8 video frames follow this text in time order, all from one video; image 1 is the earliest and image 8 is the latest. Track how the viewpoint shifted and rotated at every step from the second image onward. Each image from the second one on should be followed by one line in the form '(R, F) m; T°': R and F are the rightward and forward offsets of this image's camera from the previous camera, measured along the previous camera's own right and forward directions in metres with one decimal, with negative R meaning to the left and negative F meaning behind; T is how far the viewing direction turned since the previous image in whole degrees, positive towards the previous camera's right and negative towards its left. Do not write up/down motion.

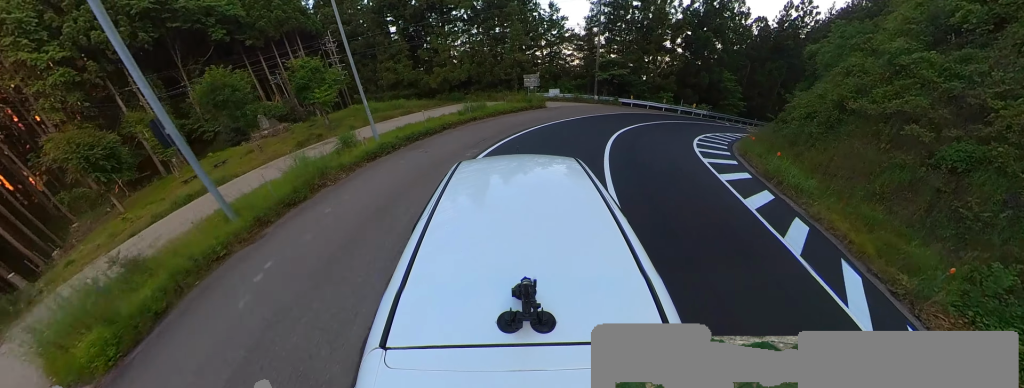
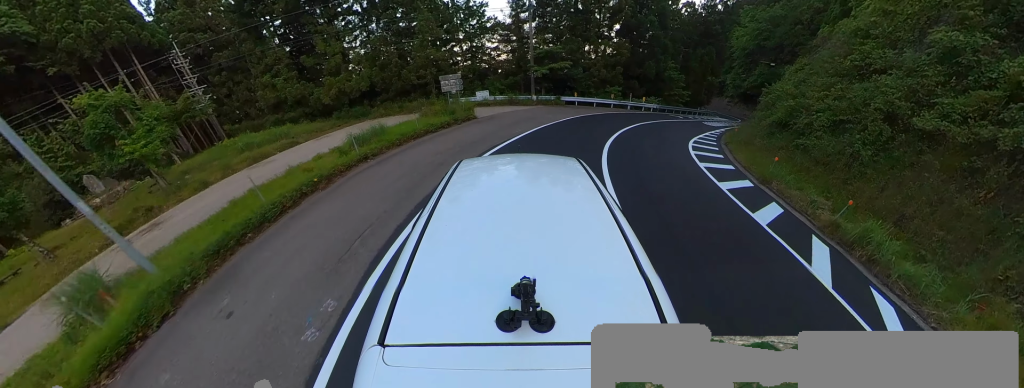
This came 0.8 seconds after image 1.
(+0.6, +7.0) m; +6°
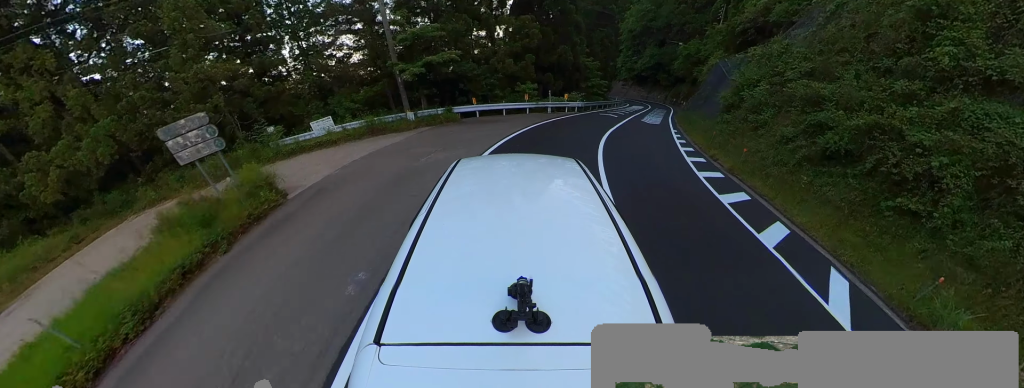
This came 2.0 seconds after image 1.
(+1.2, +9.9) m; +24°
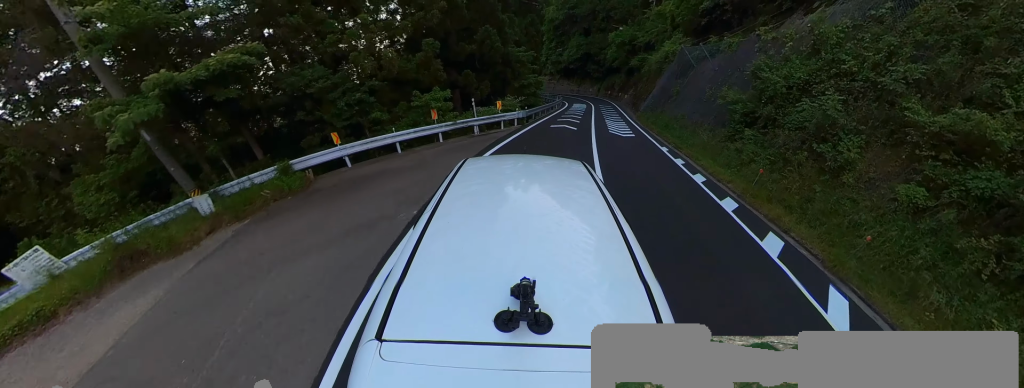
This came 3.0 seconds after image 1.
(+2.3, +8.4) m; +16°
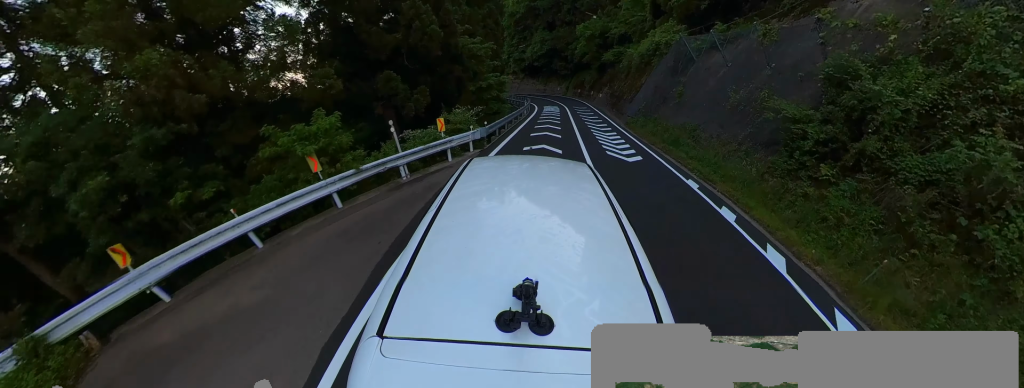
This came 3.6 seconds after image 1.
(-0.1, +5.7) m; +5°
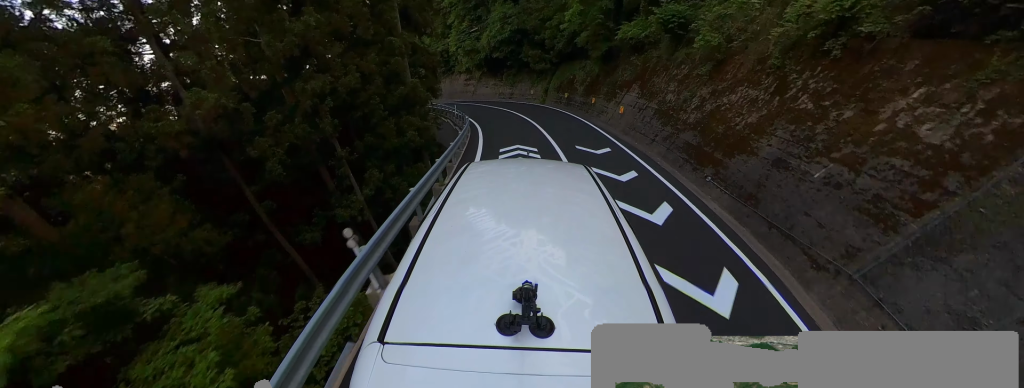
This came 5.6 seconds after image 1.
(+2.1, +20.5) m; +12°
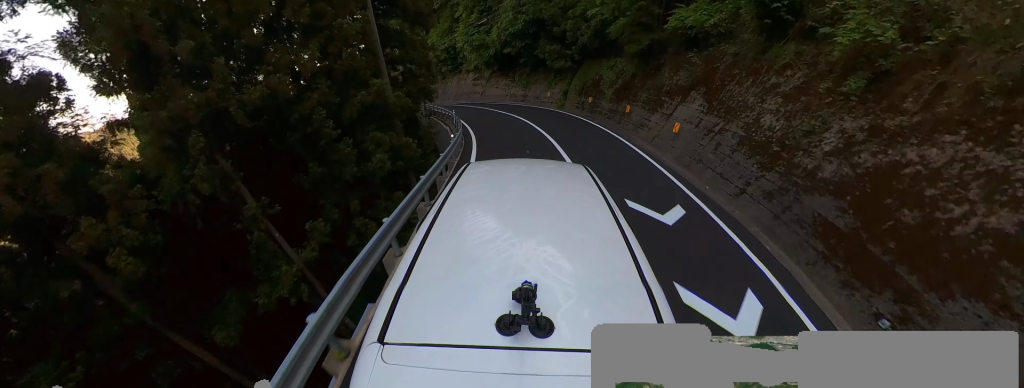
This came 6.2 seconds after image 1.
(+0.2, +5.5) m; 0°
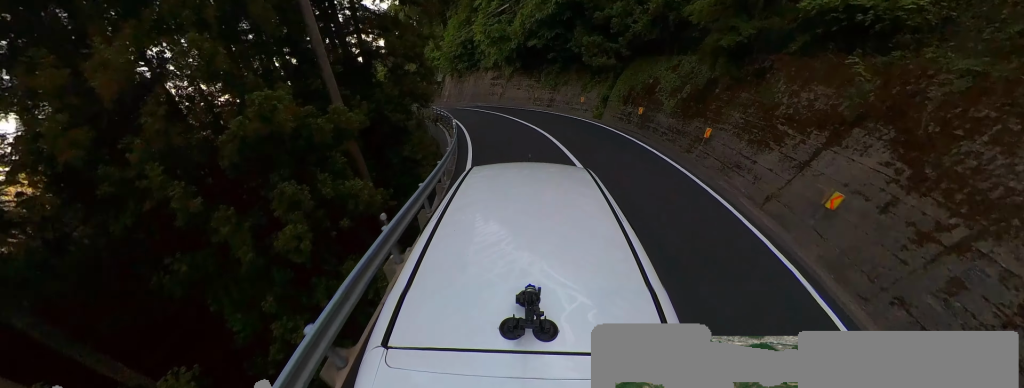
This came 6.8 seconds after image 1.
(+1.0, +6.4) m; -3°
